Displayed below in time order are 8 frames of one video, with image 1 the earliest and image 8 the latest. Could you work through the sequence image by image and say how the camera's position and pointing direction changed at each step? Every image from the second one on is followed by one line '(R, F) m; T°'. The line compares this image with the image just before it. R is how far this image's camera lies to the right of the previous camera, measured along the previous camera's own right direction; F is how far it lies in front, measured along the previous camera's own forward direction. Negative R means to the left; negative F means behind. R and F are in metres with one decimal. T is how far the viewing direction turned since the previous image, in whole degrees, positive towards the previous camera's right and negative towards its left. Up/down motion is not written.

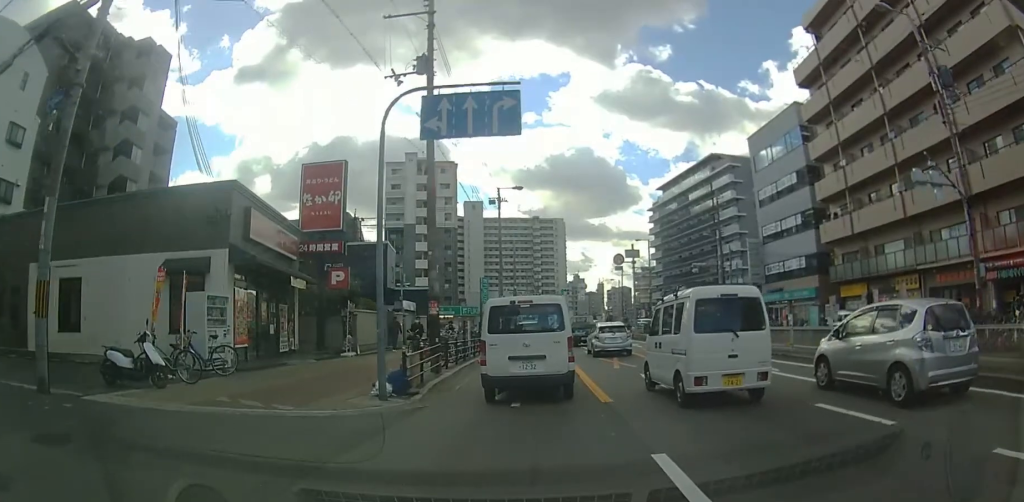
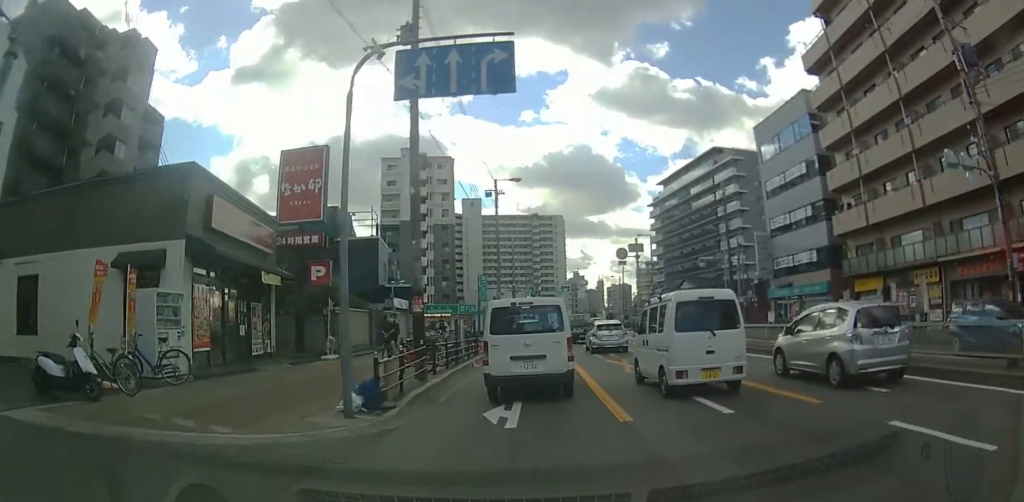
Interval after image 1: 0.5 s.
(0.0, +1.9) m; 0°
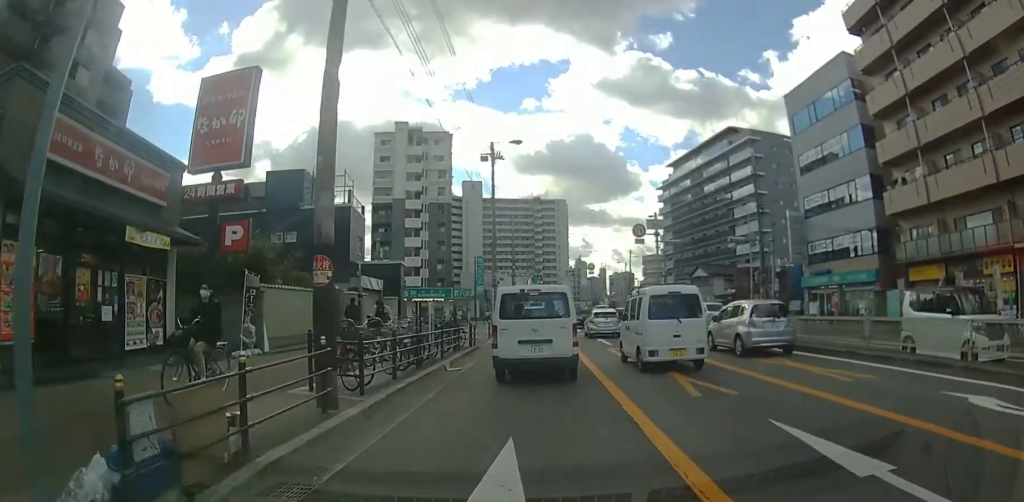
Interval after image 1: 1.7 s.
(0.0, +5.2) m; 0°
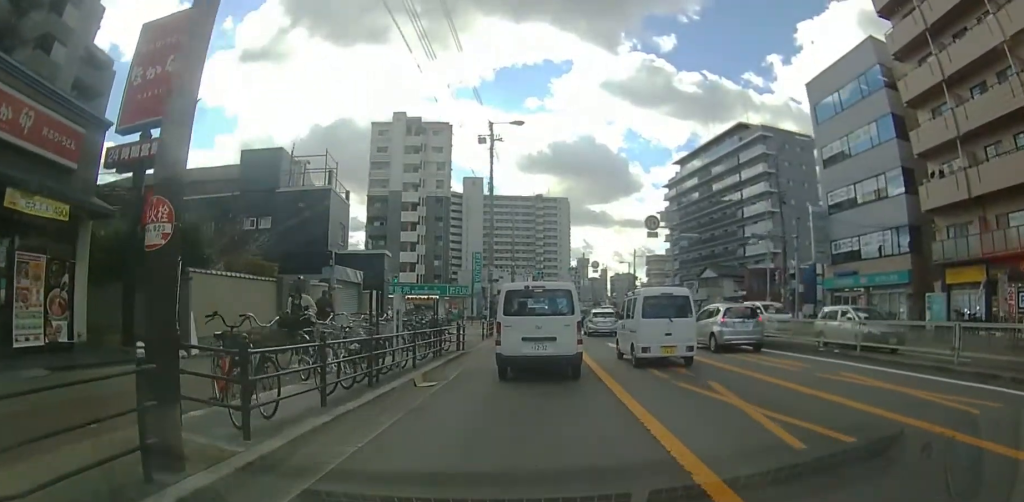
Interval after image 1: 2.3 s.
(0.0, +2.9) m; 0°
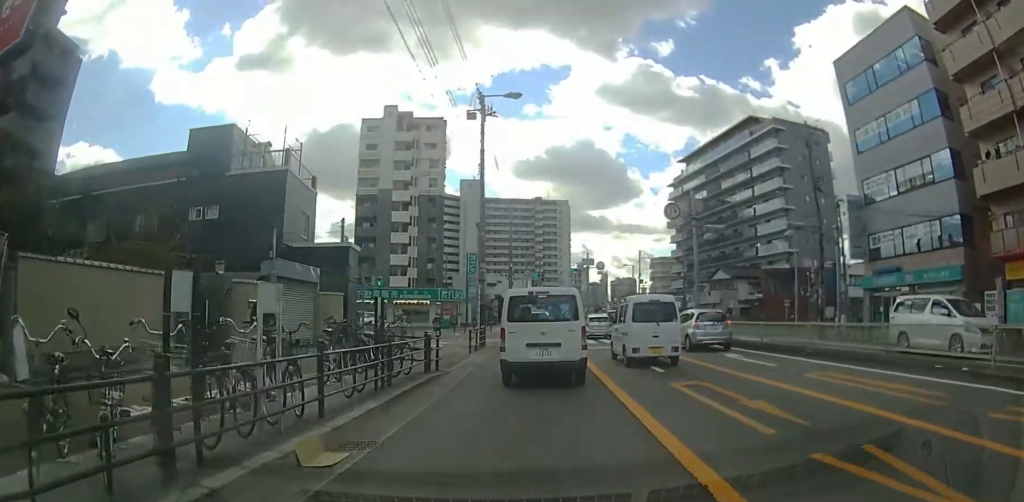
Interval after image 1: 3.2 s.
(0.0, +4.3) m; -1°
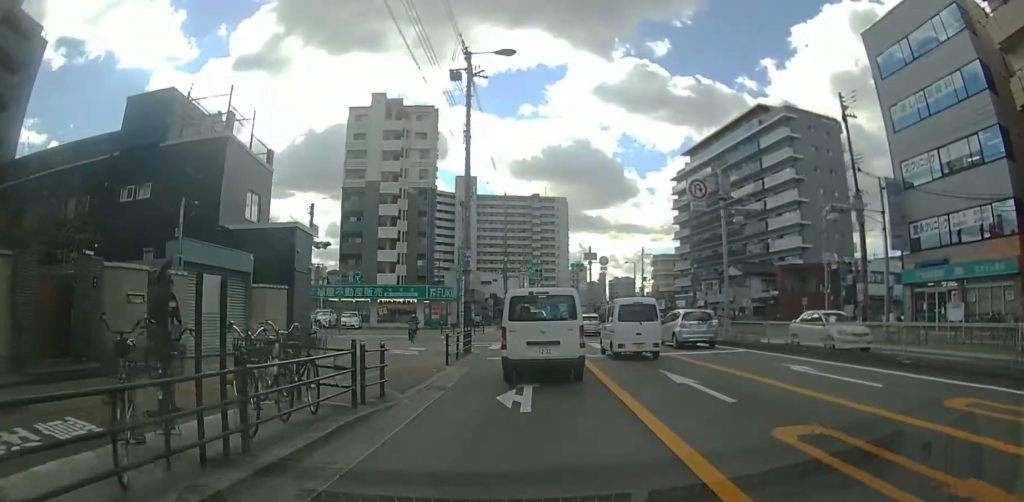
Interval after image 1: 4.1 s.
(0.0, +4.2) m; 0°
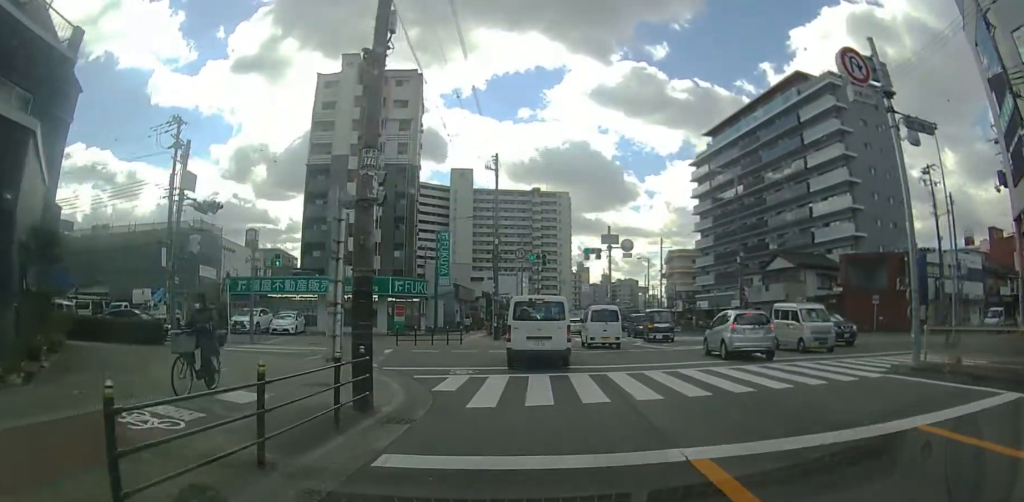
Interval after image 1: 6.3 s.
(+0.1, +12.0) m; +3°
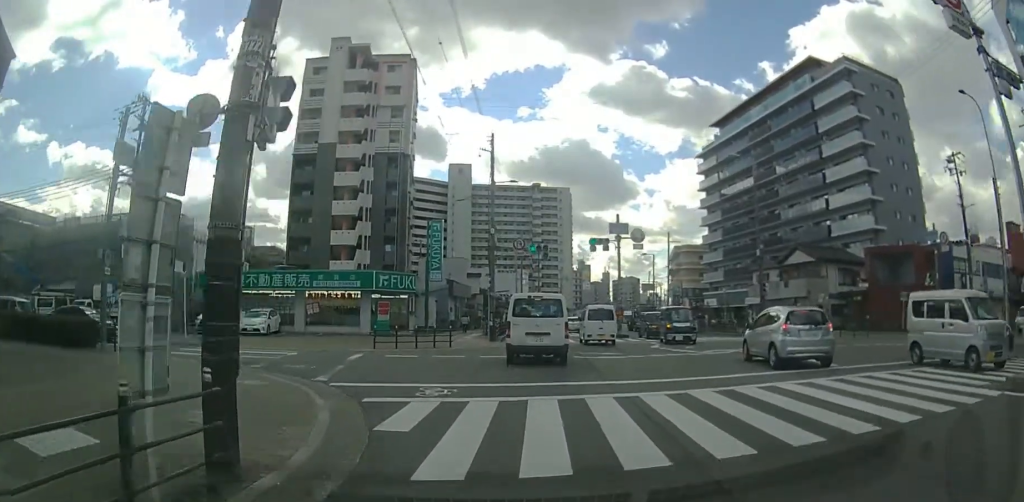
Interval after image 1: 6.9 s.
(0.0, +3.1) m; +2°
